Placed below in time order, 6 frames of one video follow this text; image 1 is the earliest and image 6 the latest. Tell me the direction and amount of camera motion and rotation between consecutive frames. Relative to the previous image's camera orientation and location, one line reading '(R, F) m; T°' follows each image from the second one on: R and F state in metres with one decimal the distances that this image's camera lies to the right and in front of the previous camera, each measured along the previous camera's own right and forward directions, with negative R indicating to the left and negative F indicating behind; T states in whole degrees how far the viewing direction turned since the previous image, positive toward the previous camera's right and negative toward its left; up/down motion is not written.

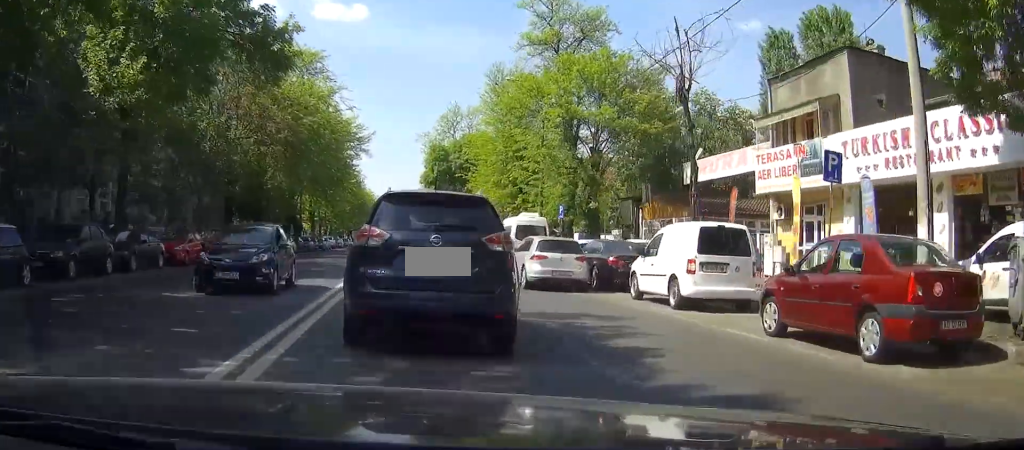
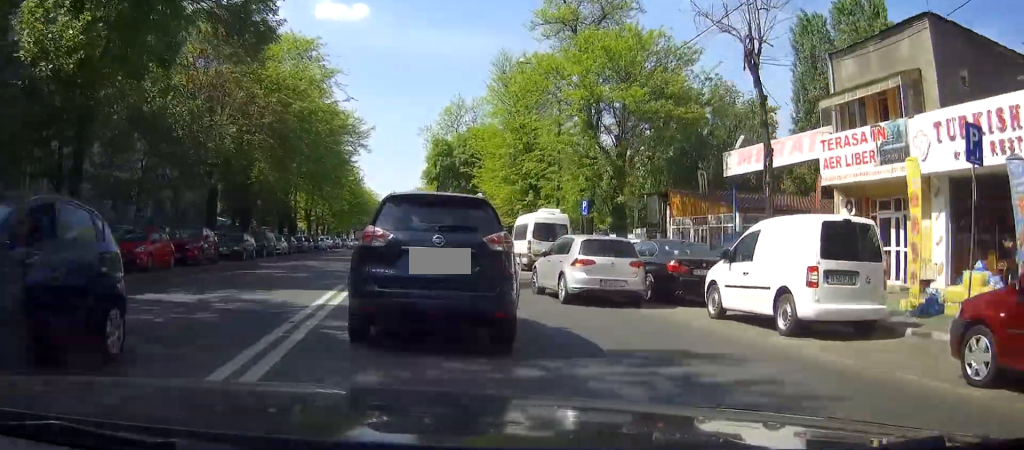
(0.0, +4.5) m; 0°
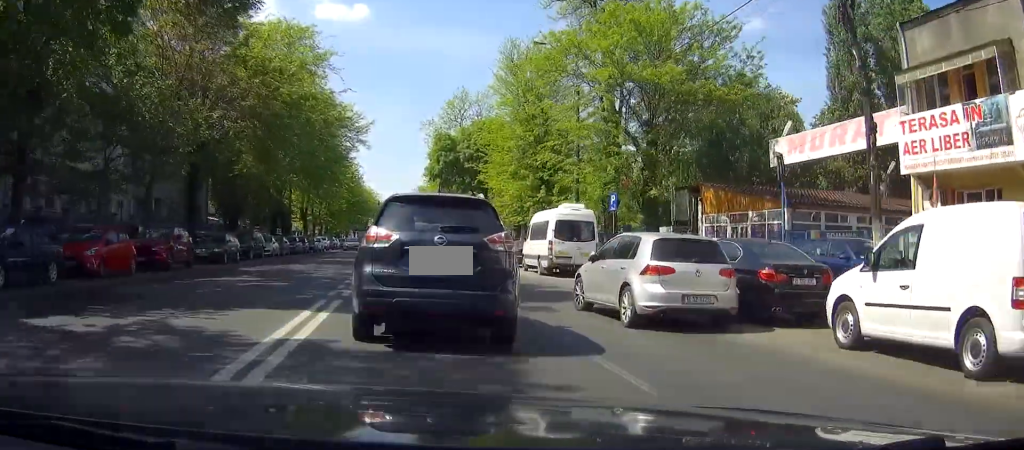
(0.0, +4.2) m; 0°
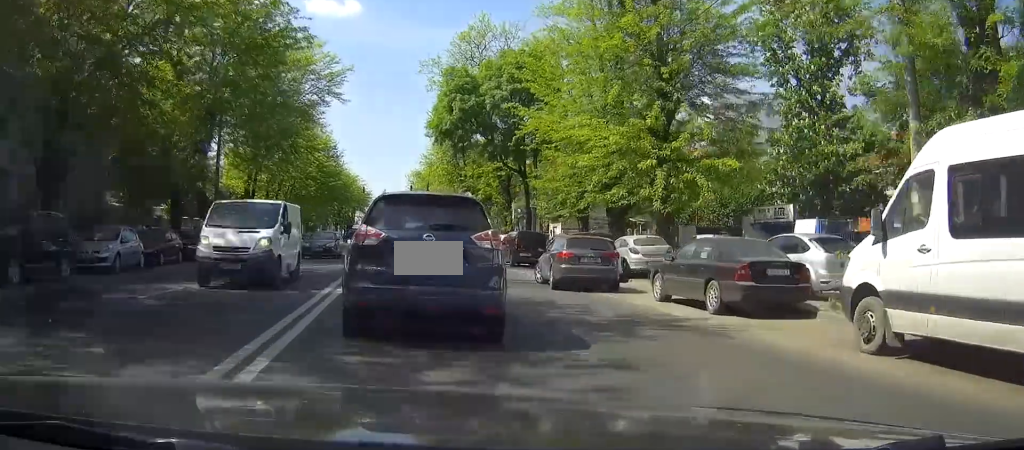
(-0.3, +25.4) m; -1°
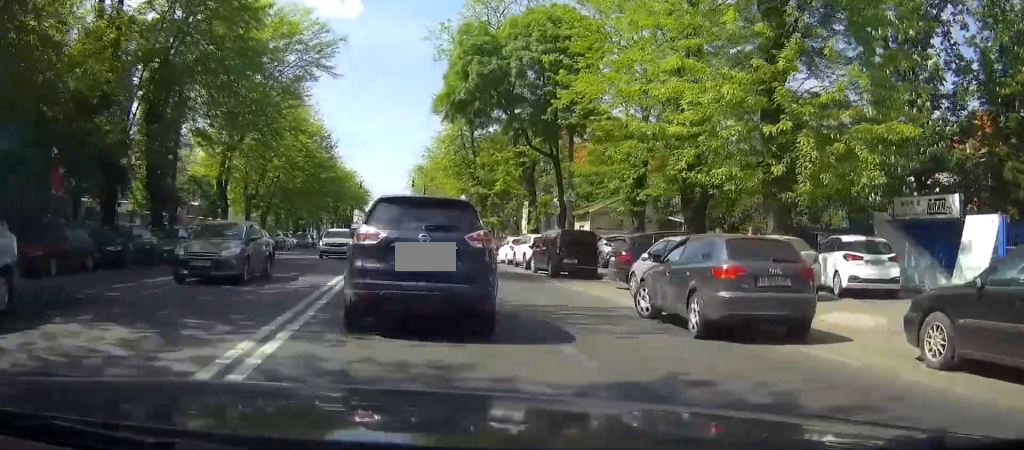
(+0.1, +9.3) m; +1°
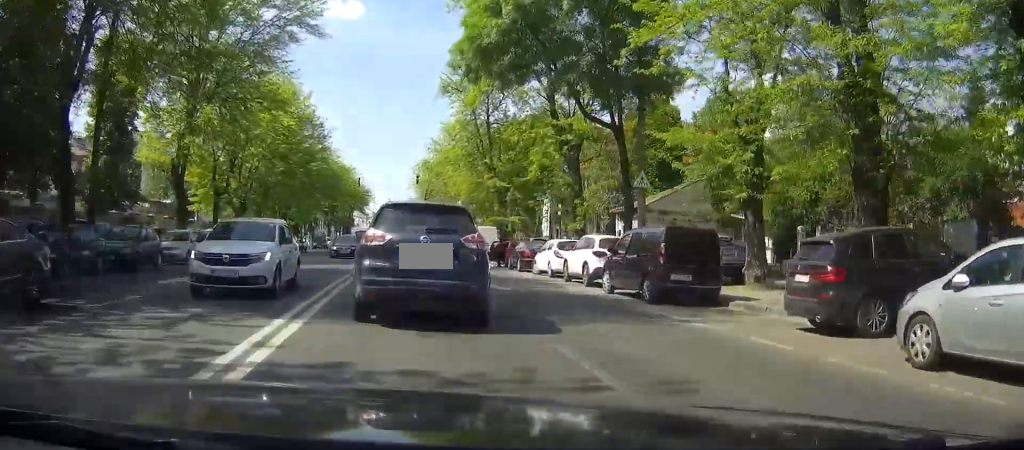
(+0.1, +10.4) m; +1°
